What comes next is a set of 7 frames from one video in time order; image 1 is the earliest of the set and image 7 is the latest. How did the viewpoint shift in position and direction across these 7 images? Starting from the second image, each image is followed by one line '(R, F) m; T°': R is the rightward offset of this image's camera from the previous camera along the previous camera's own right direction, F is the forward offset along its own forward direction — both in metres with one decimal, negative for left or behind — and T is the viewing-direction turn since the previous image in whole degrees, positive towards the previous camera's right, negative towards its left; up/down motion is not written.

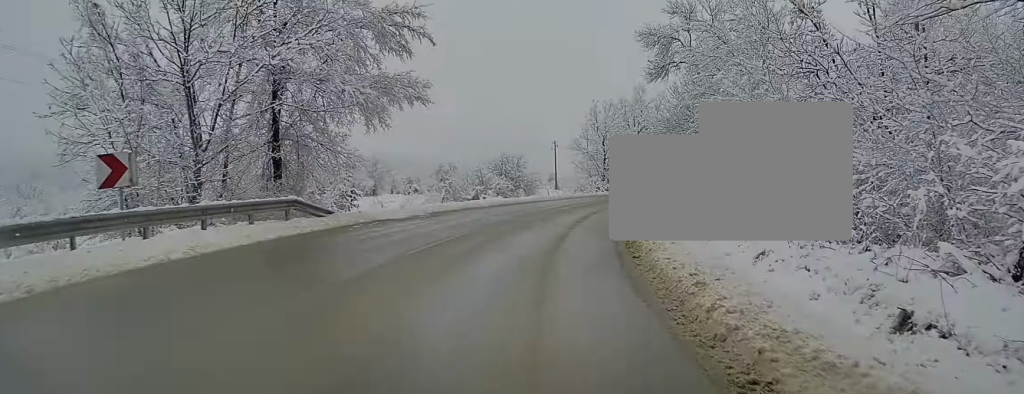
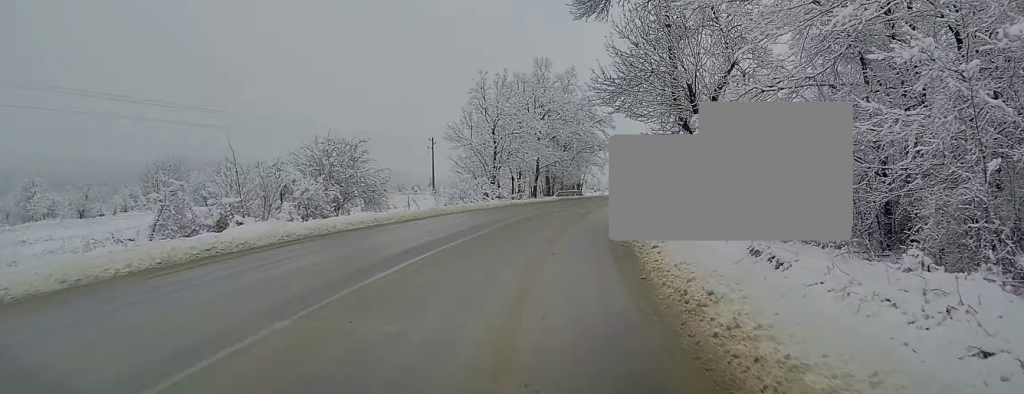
(+2.5, +21.8) m; +12°
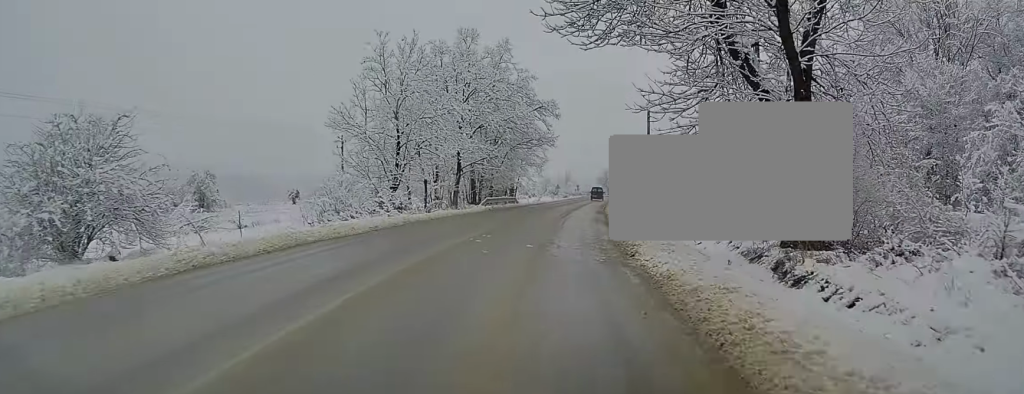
(+0.7, +15.5) m; +6°
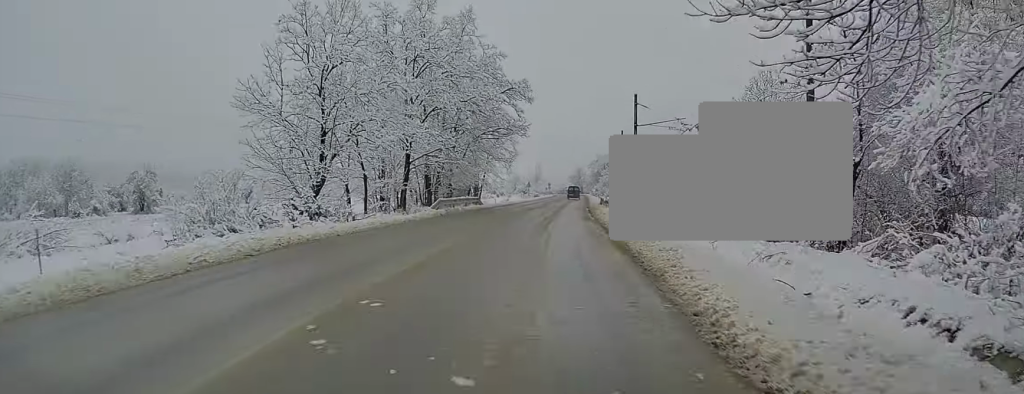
(+0.2, +9.5) m; +4°
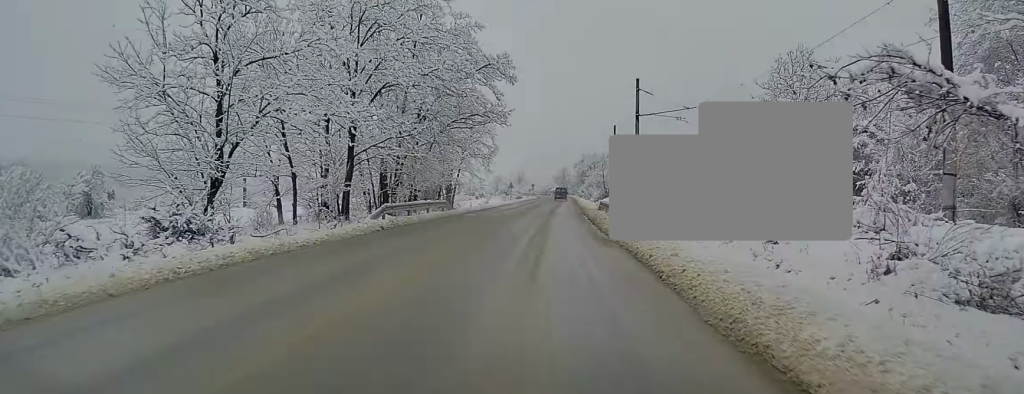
(+0.4, +9.5) m; +2°
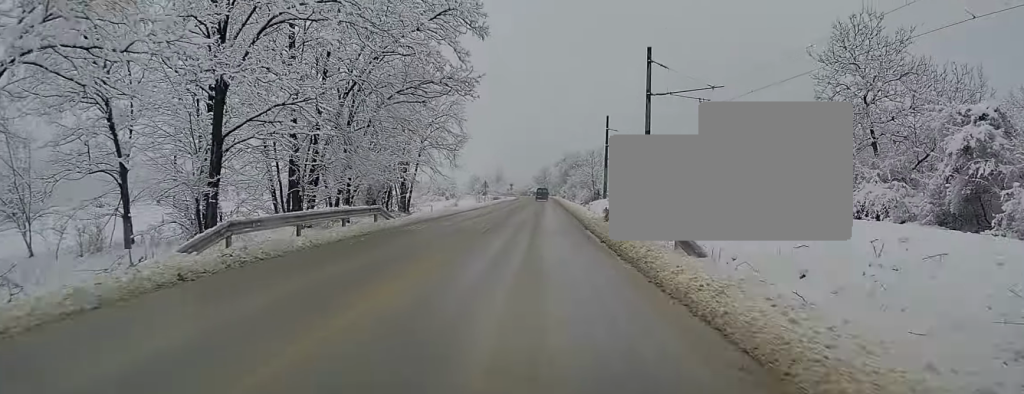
(+0.2, +11.8) m; +2°
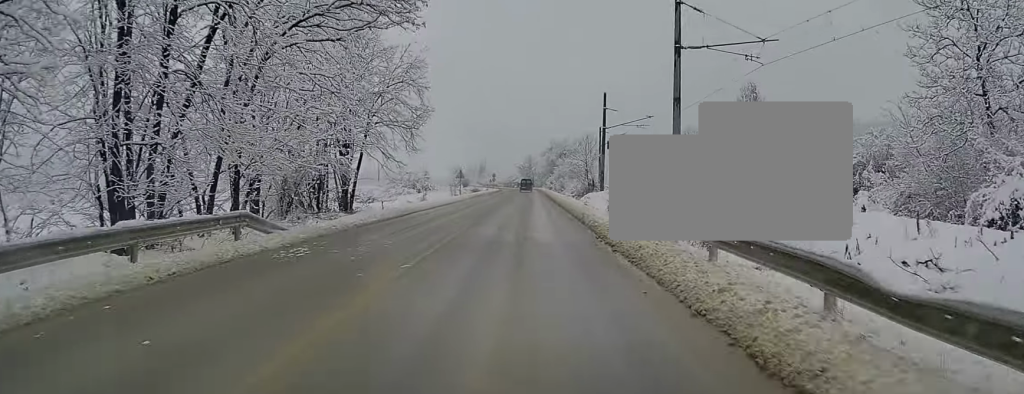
(-0.1, +10.9) m; +2°
